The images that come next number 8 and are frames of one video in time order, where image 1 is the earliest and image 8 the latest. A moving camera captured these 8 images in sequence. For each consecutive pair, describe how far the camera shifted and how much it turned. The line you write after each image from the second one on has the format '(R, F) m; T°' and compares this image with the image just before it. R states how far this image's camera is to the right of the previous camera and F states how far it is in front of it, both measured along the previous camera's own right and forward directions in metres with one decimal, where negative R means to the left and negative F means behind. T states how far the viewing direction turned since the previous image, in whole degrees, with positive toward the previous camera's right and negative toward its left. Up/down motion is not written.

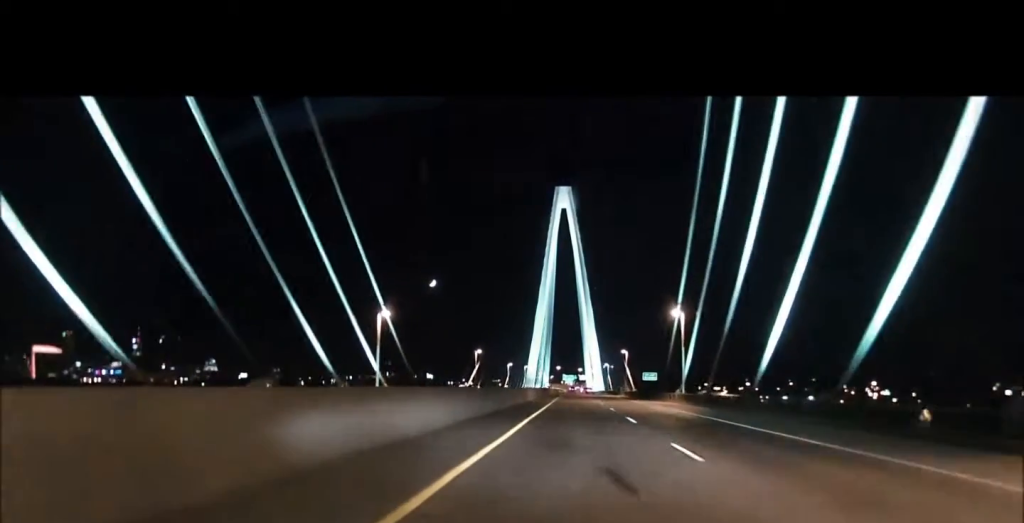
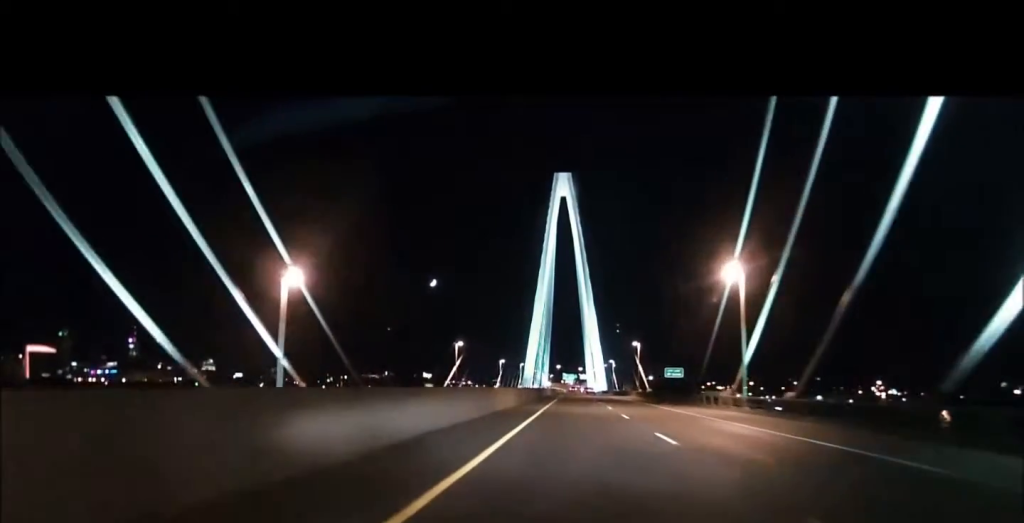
(-0.1, +20.8) m; 0°
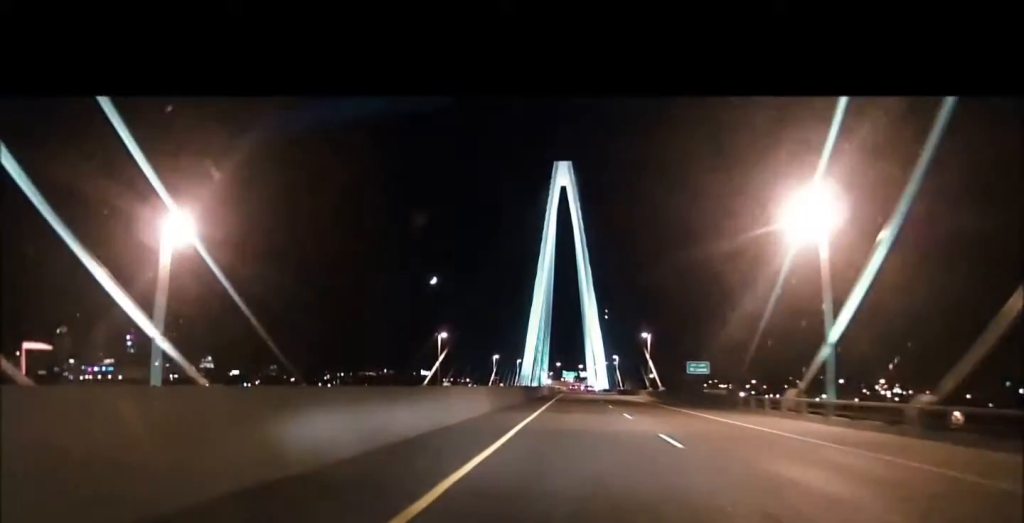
(0.0, +13.0) m; 0°
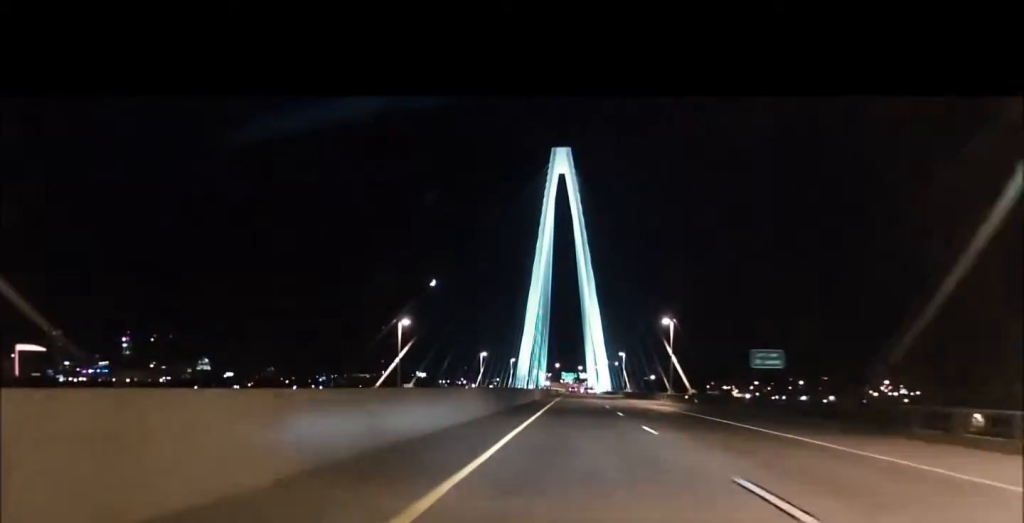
(0.0, +19.0) m; 0°
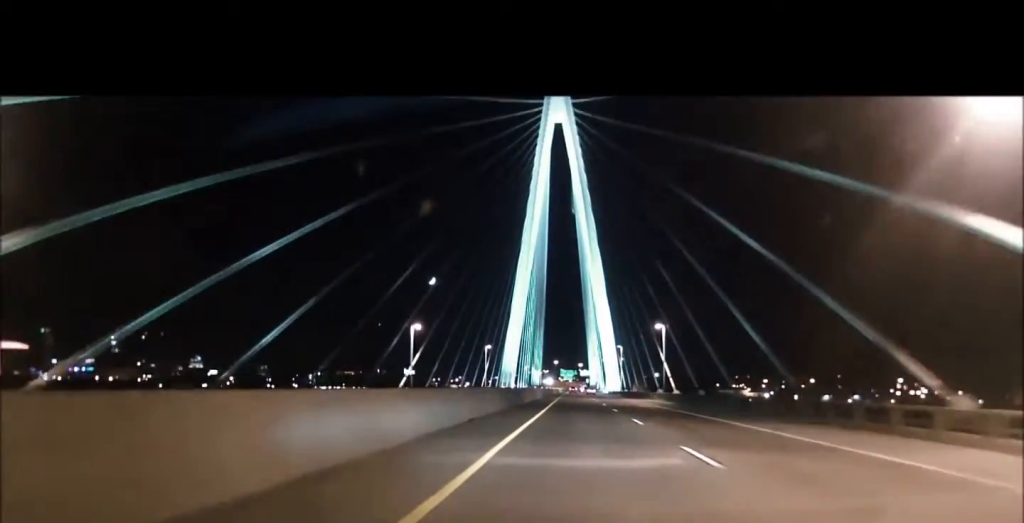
(+1.1, +54.7) m; +1°
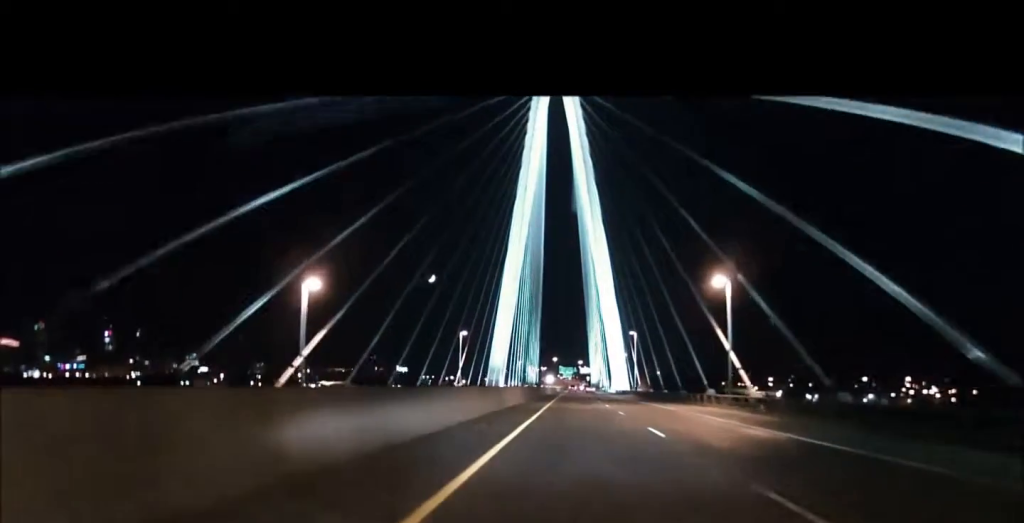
(-0.4, +30.0) m; -1°
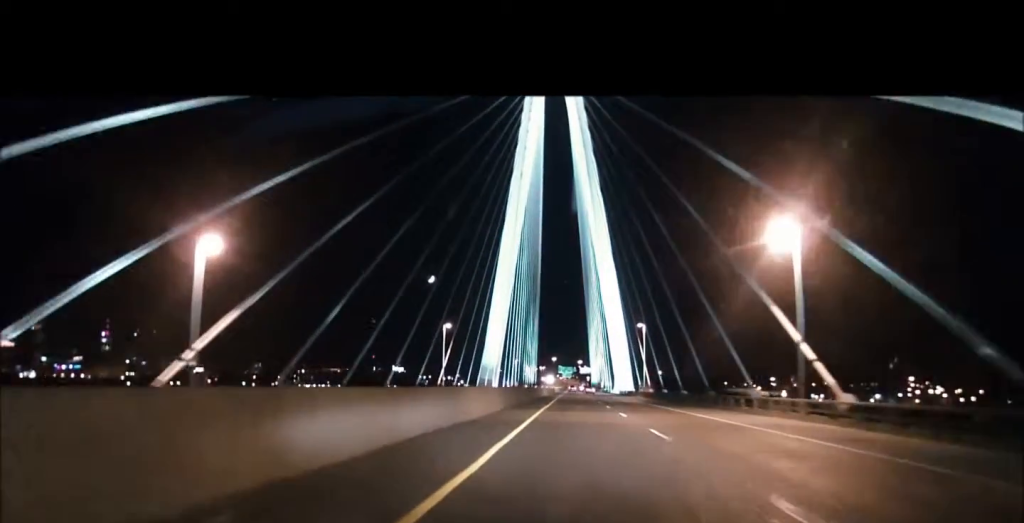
(0.0, +15.9) m; 0°
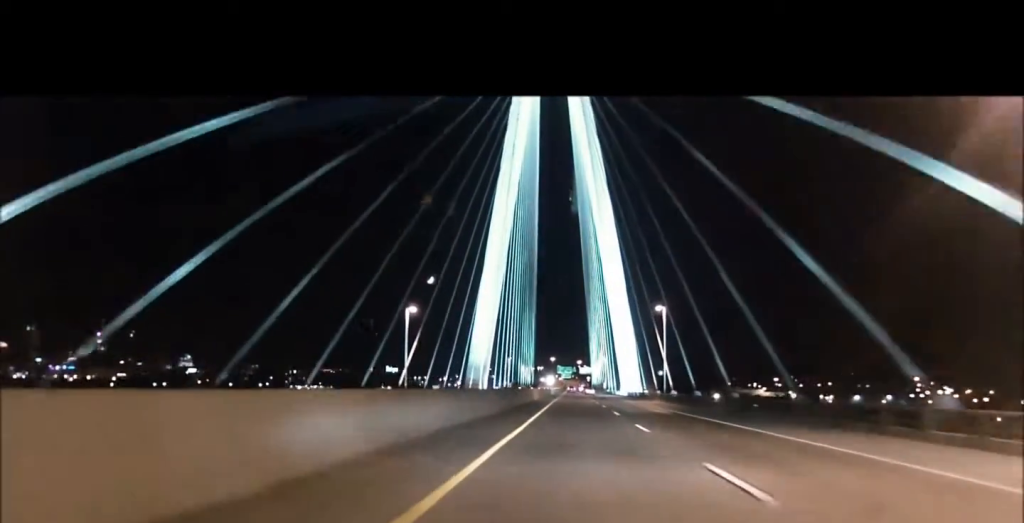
(0.0, +17.7) m; 0°
